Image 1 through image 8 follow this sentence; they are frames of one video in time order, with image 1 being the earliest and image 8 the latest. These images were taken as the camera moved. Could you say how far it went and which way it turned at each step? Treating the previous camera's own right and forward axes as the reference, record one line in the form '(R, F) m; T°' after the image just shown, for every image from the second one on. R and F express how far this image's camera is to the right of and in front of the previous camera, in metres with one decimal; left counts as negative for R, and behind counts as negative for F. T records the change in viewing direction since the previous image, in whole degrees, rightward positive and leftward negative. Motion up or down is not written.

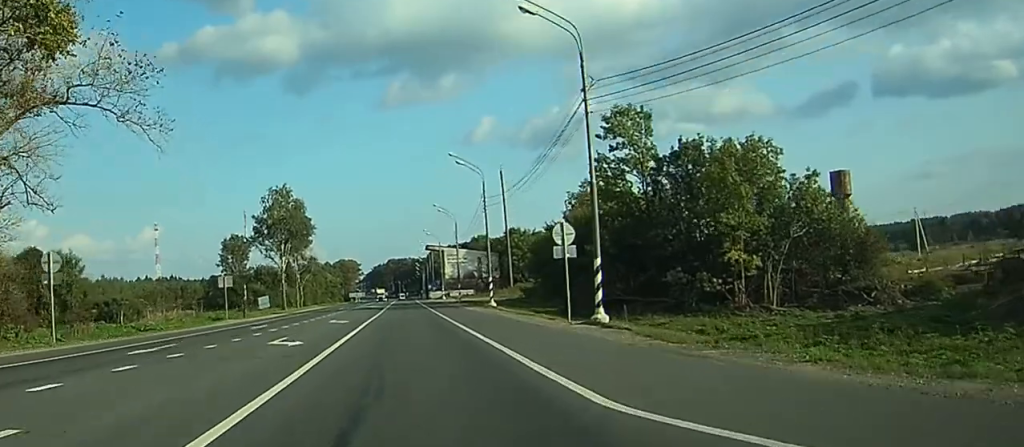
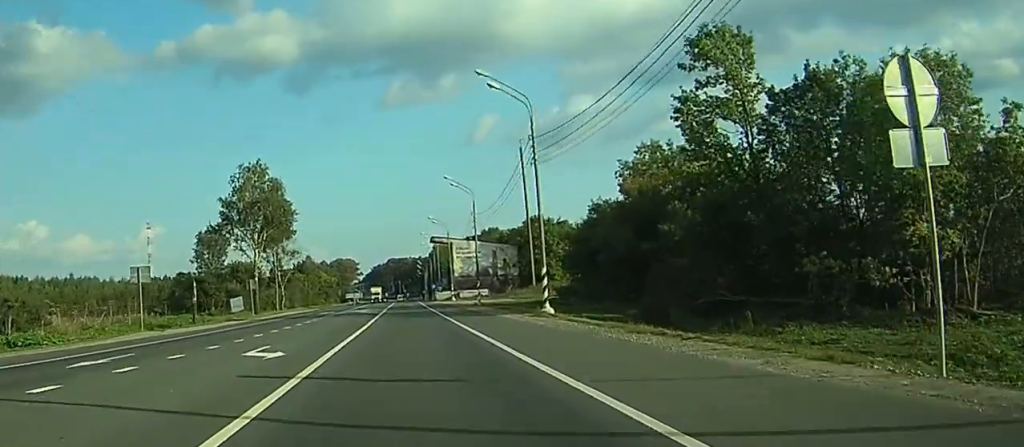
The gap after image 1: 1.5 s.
(-0.2, +23.8) m; 0°
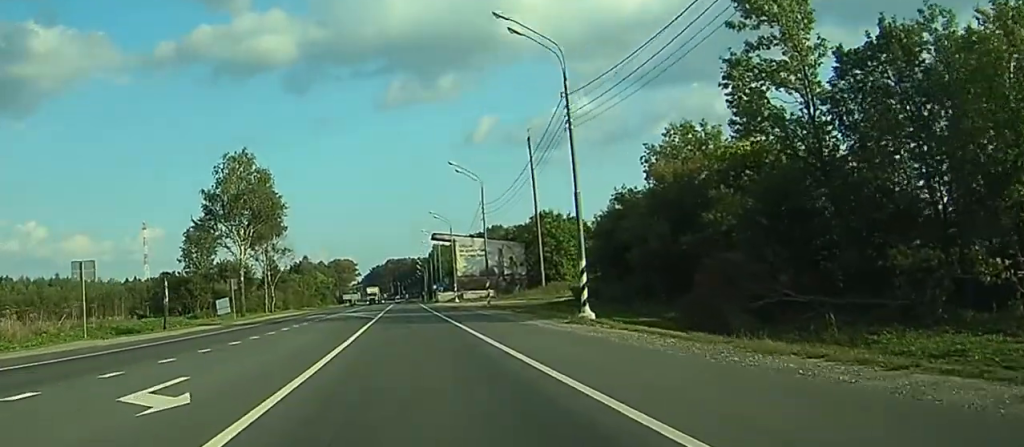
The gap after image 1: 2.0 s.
(0.0, +8.7) m; 0°
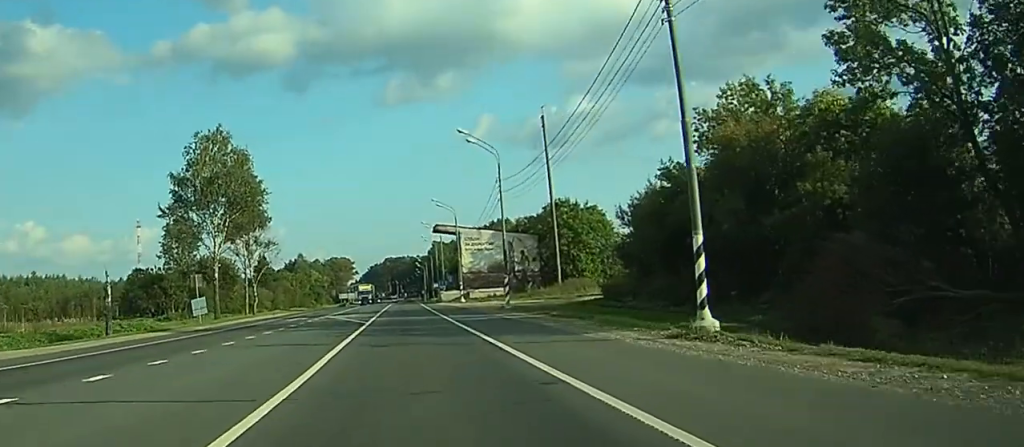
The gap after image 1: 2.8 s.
(0.0, +12.6) m; 0°
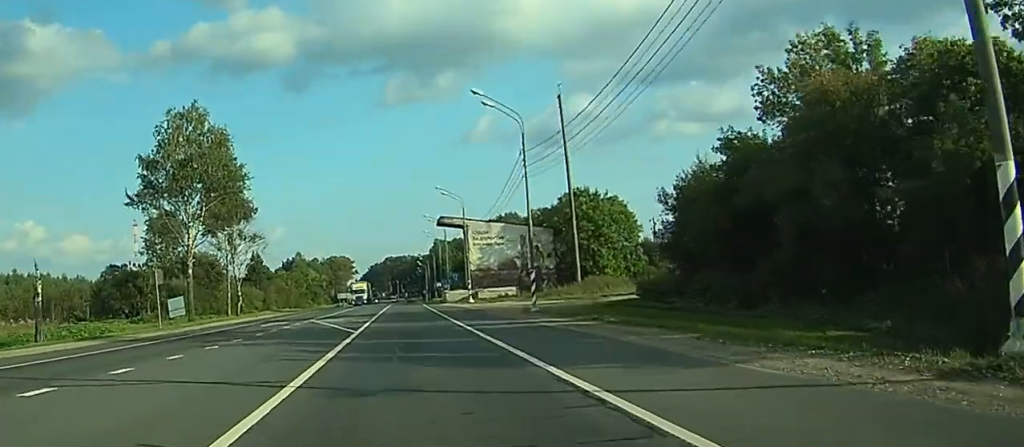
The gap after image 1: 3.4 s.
(+0.1, +10.6) m; 0°
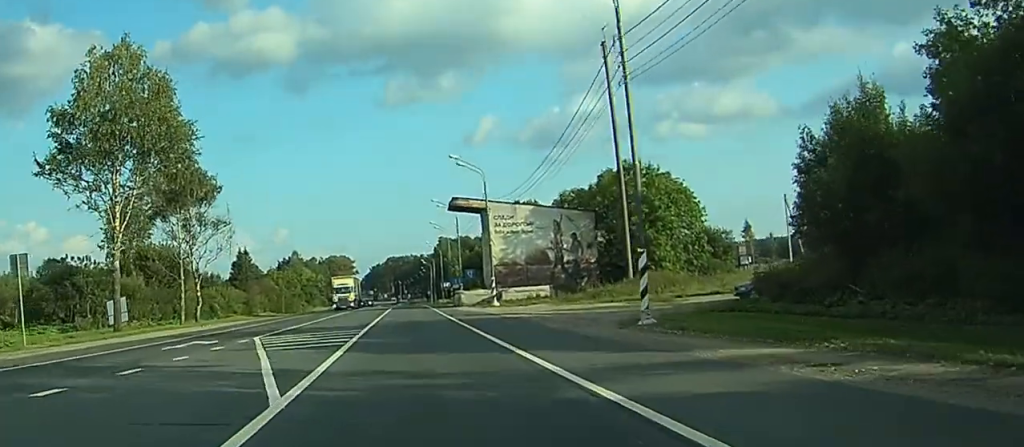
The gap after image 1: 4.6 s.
(+0.1, +19.7) m; 0°
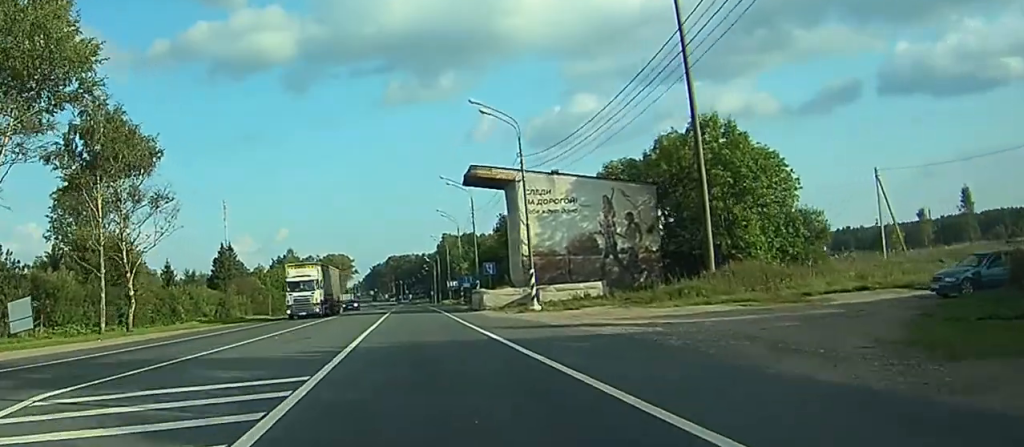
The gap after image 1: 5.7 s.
(0.0, +18.8) m; -1°
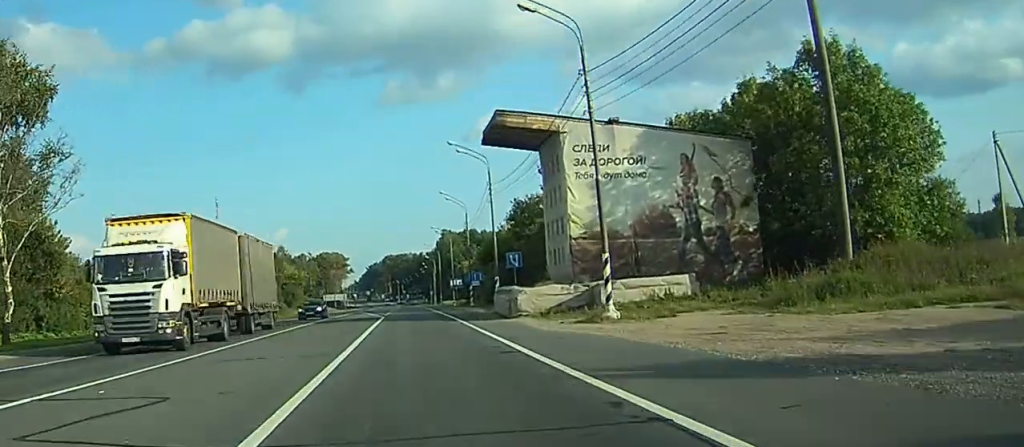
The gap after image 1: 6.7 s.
(-0.2, +17.2) m; +1°
